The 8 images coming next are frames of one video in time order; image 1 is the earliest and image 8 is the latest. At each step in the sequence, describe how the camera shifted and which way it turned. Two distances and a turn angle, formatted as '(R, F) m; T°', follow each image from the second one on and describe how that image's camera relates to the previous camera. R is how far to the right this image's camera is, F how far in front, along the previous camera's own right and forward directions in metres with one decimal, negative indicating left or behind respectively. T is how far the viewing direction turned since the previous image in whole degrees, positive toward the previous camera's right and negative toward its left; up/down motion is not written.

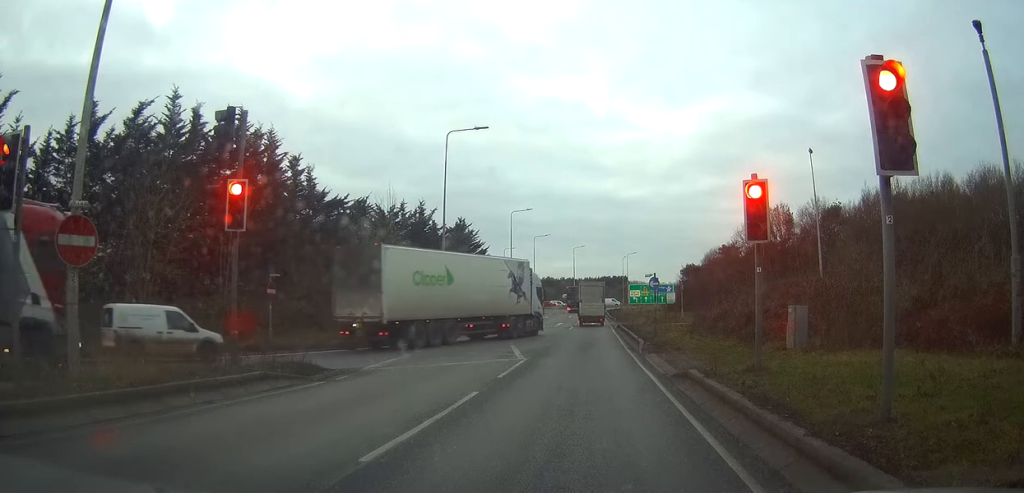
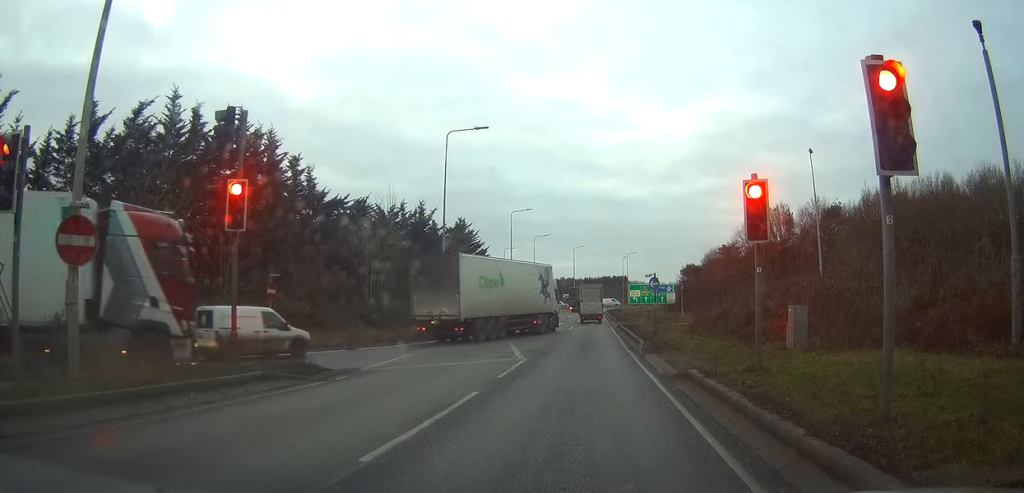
(0.0, 0.0) m; 0°
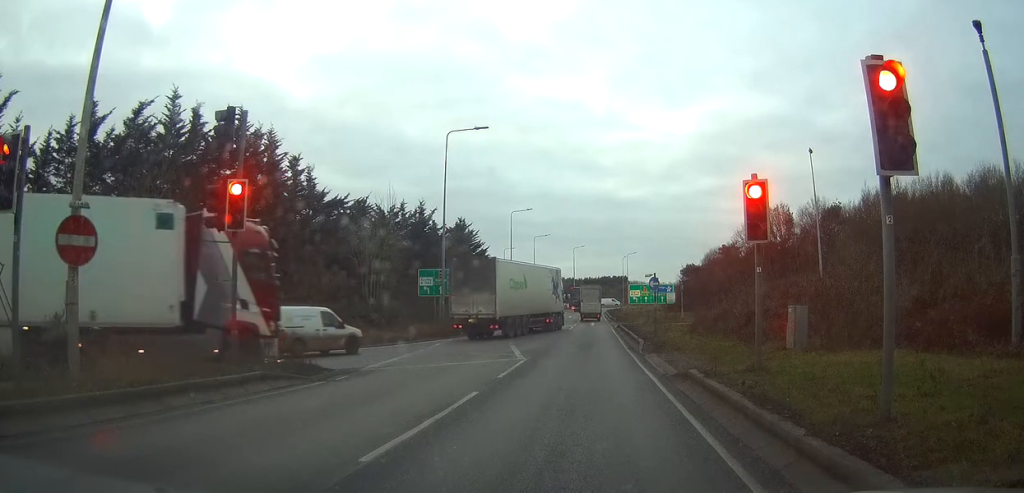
(0.0, 0.0) m; 0°
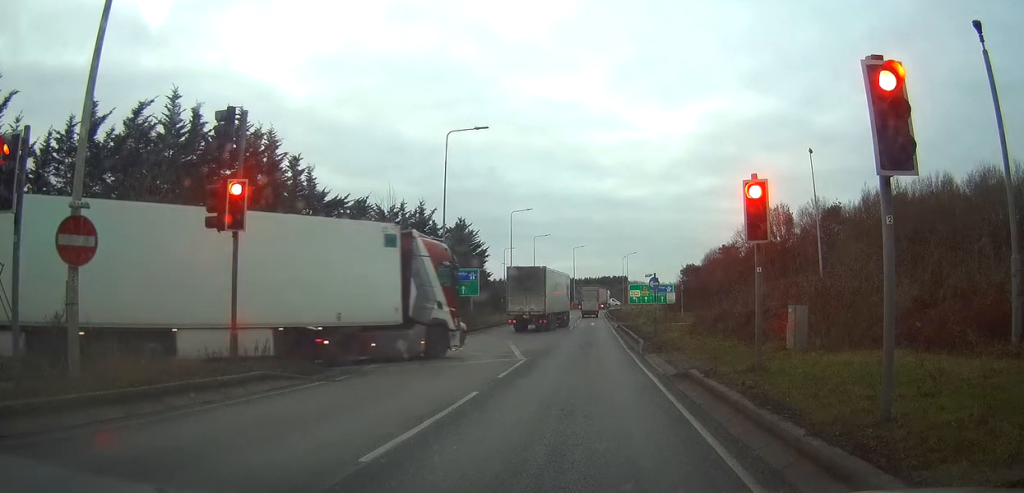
(0.0, 0.0) m; 0°
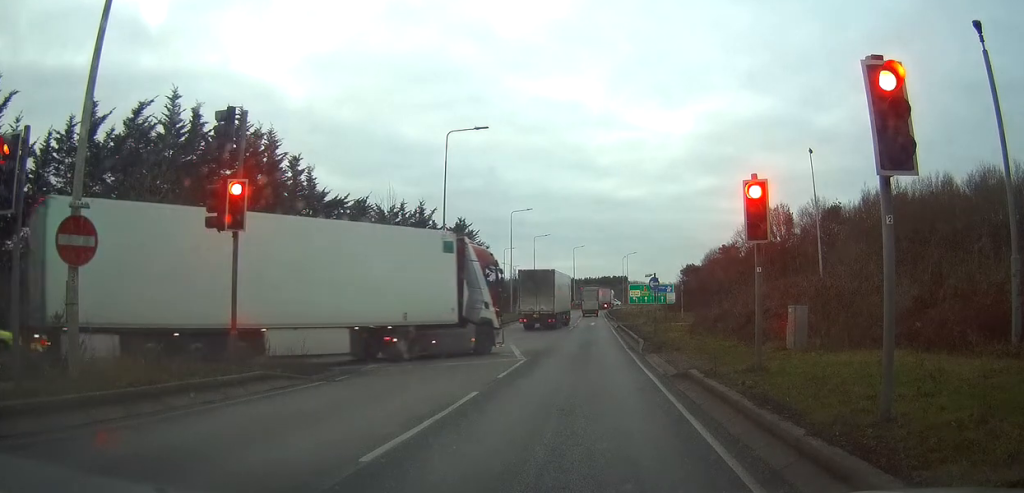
(0.0, 0.0) m; 0°
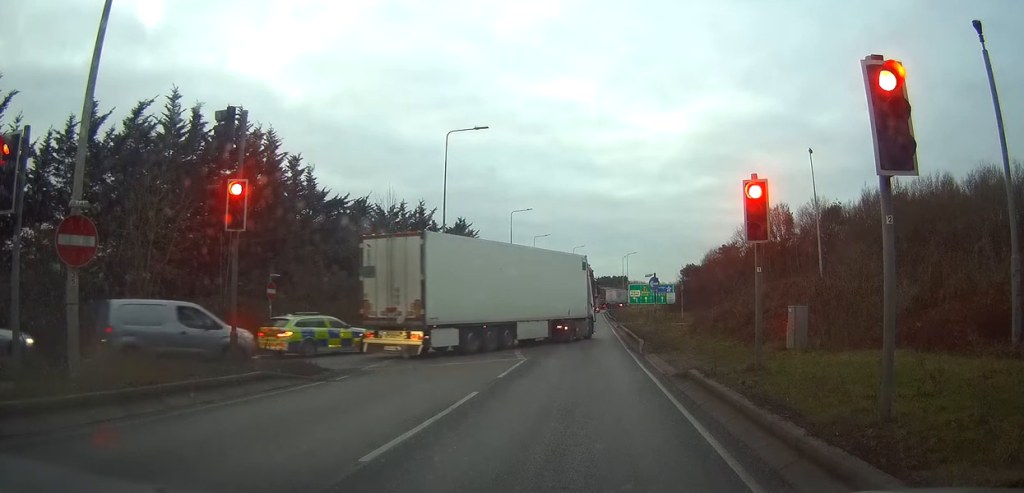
(0.0, 0.0) m; 0°
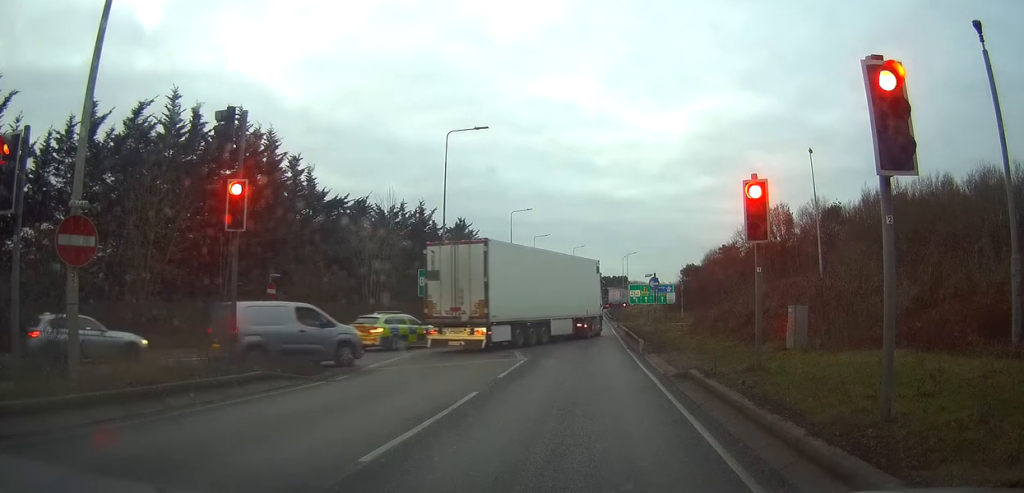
(0.0, 0.0) m; 0°
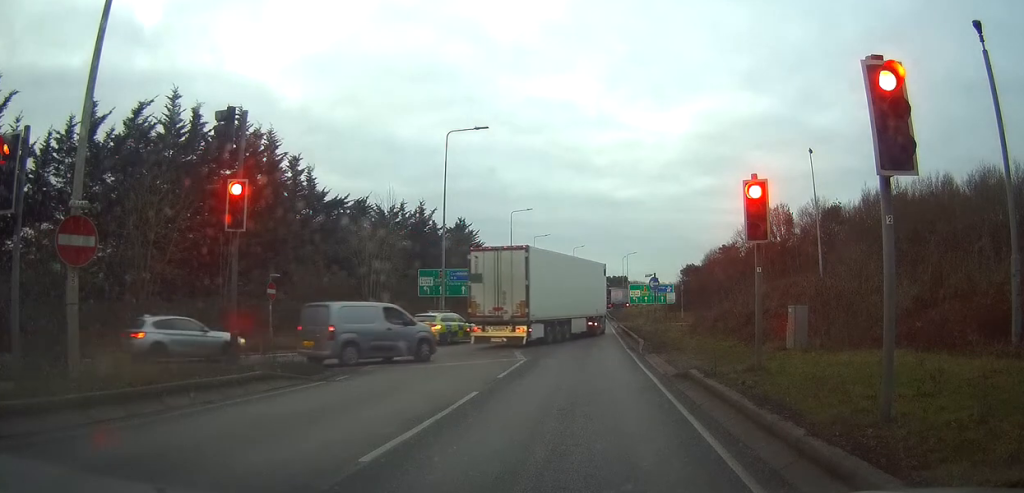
(0.0, 0.0) m; 0°
